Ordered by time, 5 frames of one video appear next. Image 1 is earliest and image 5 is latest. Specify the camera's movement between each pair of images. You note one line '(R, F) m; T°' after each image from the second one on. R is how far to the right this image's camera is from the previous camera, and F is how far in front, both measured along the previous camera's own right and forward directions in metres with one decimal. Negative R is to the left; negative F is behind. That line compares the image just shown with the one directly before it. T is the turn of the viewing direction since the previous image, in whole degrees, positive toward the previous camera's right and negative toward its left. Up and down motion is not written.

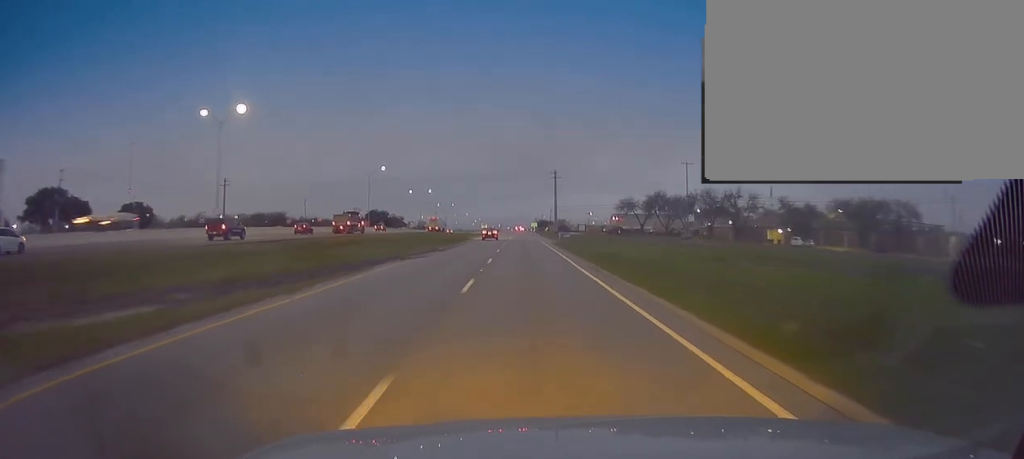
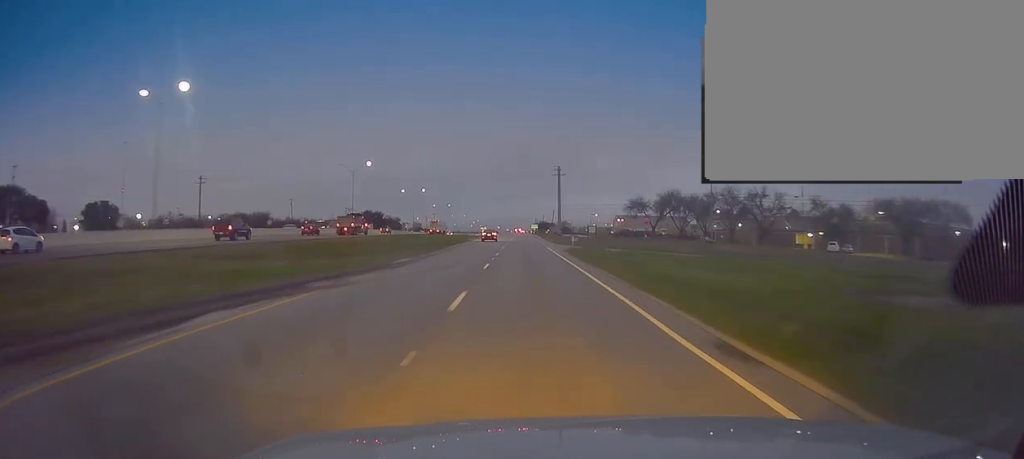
(0.0, +15.4) m; 0°
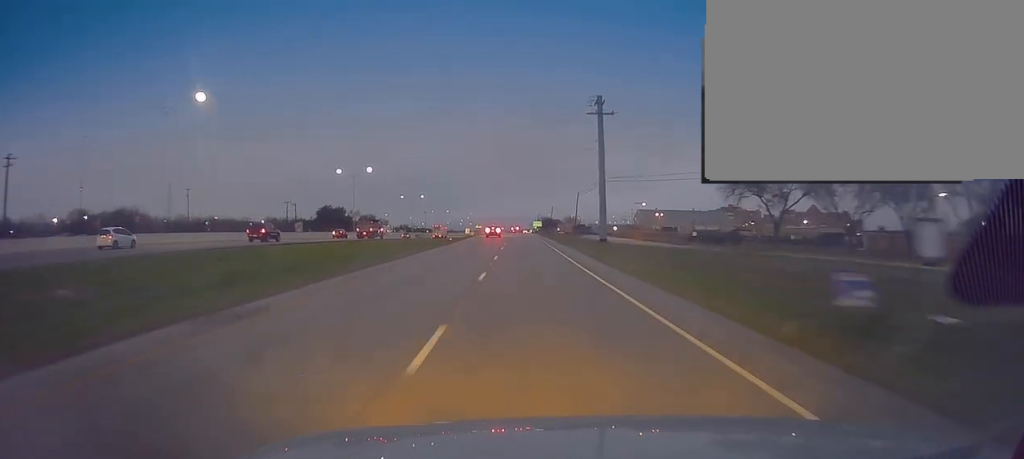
(+0.8, +79.7) m; -1°
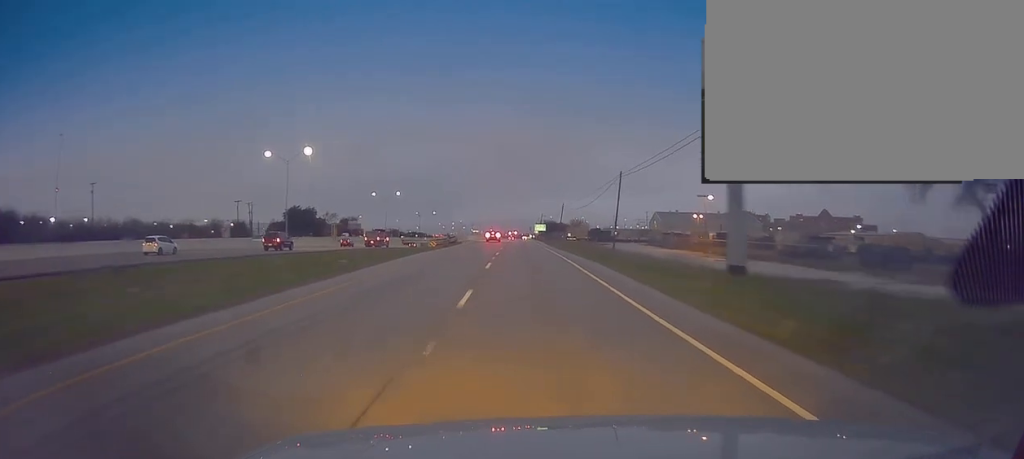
(+0.1, +42.9) m; +1°
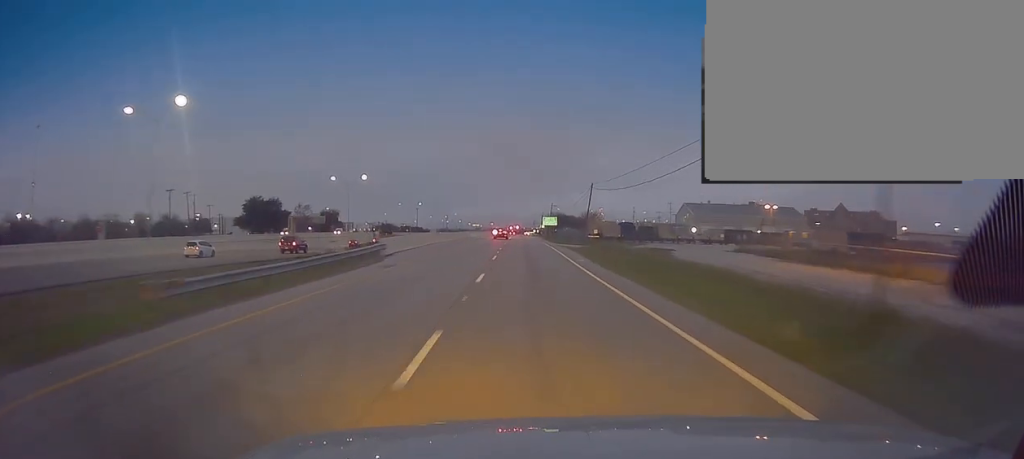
(+0.2, +43.0) m; +1°
